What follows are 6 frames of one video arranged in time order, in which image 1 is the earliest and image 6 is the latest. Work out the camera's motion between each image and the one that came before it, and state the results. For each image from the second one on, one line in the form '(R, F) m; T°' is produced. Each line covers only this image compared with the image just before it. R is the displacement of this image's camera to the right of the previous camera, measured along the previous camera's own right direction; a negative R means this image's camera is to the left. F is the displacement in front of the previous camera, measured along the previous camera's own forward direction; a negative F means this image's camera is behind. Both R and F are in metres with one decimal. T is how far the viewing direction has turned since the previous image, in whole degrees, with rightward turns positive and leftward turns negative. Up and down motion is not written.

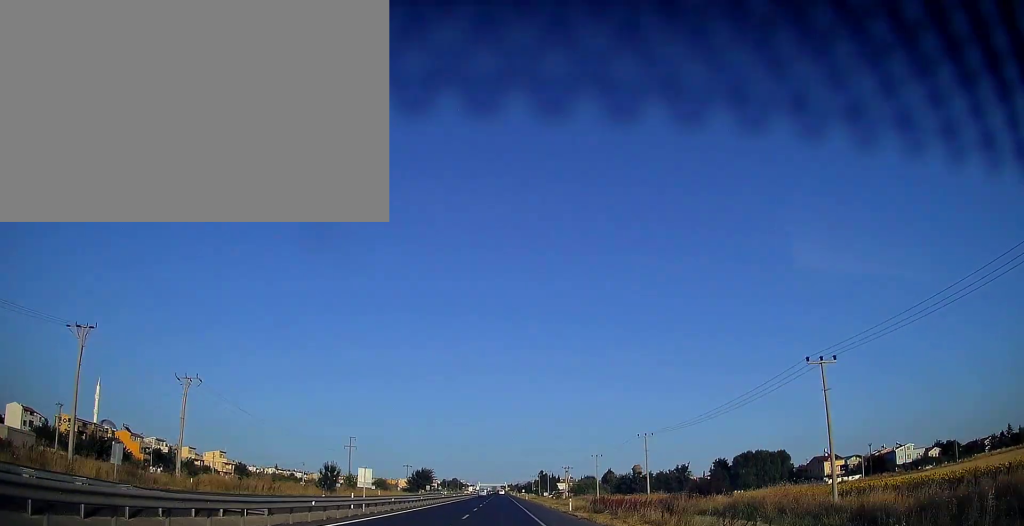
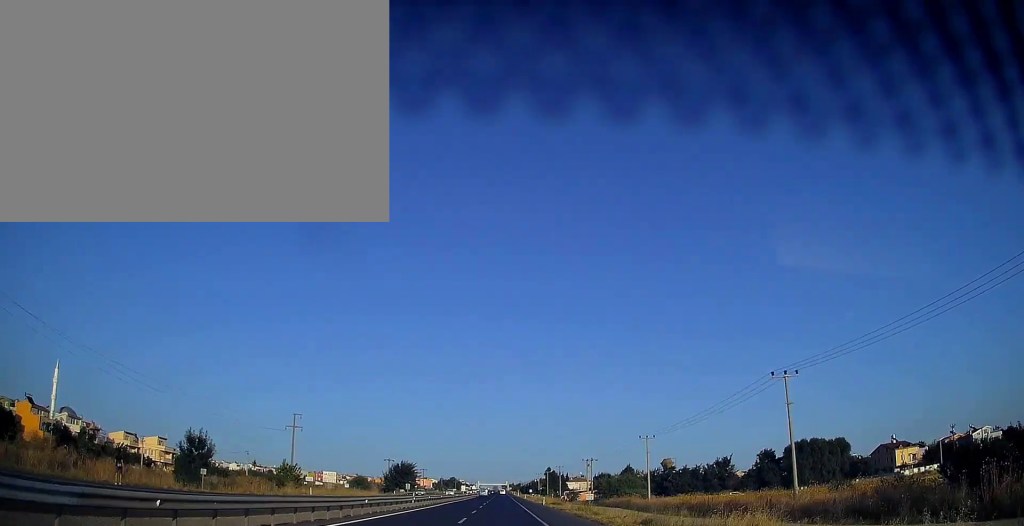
(0.0, +39.8) m; 0°
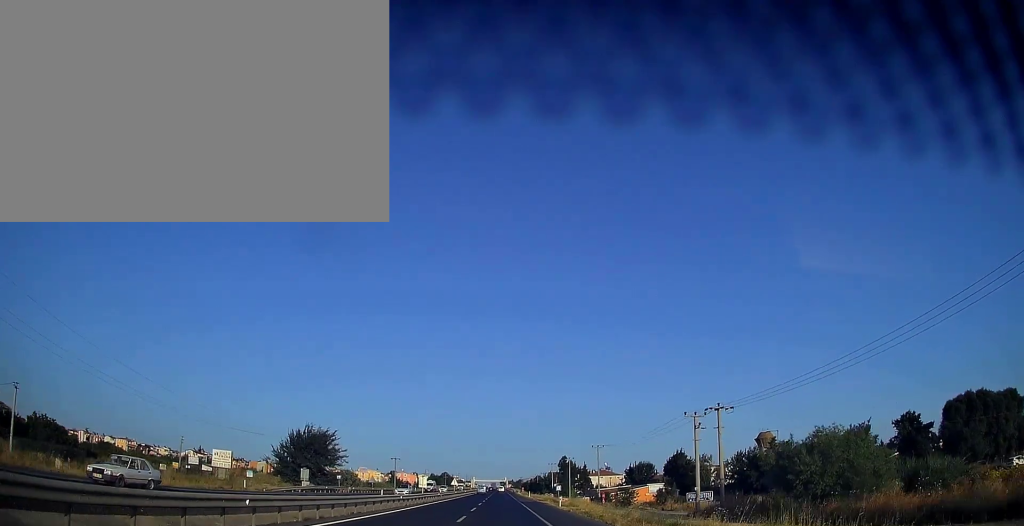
(+0.2, +71.9) m; 0°
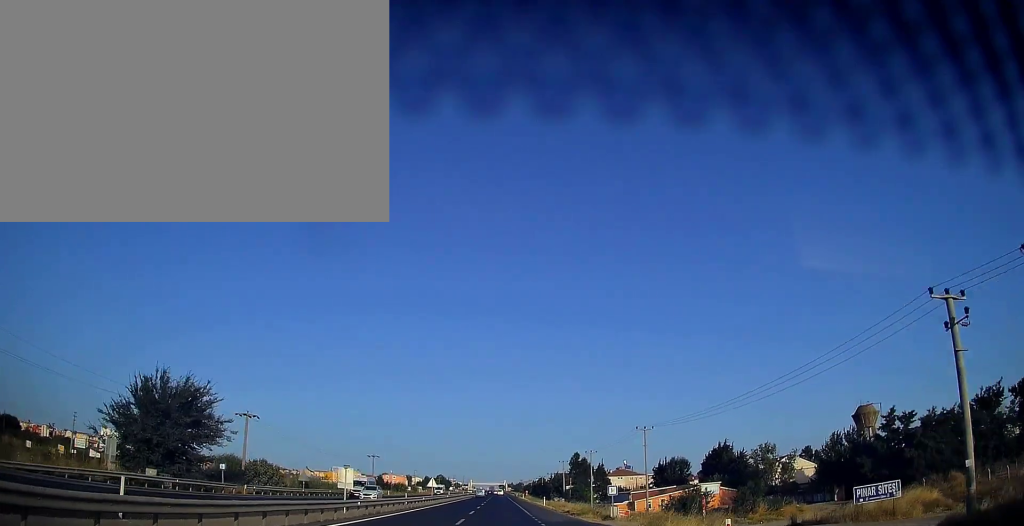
(-0.2, +35.1) m; 0°
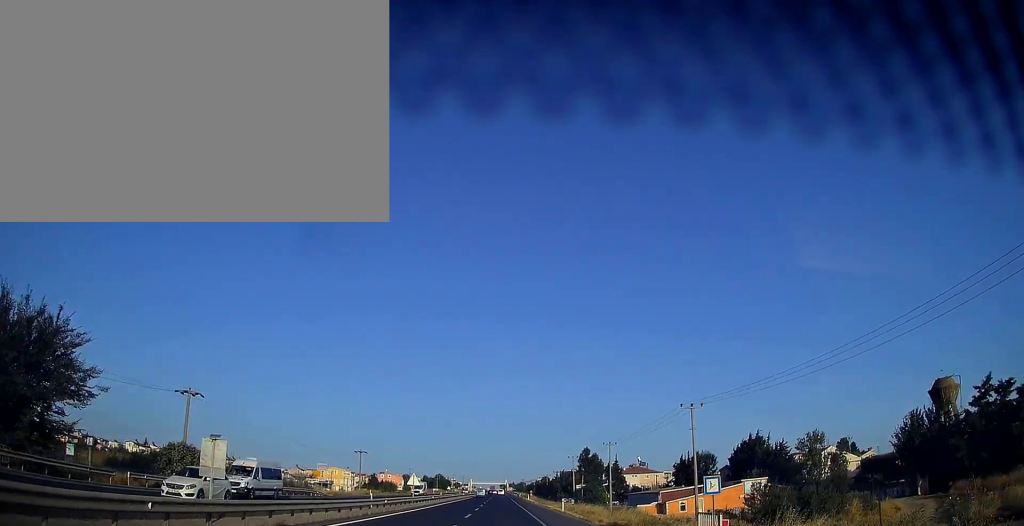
(-0.1, +17.5) m; 0°
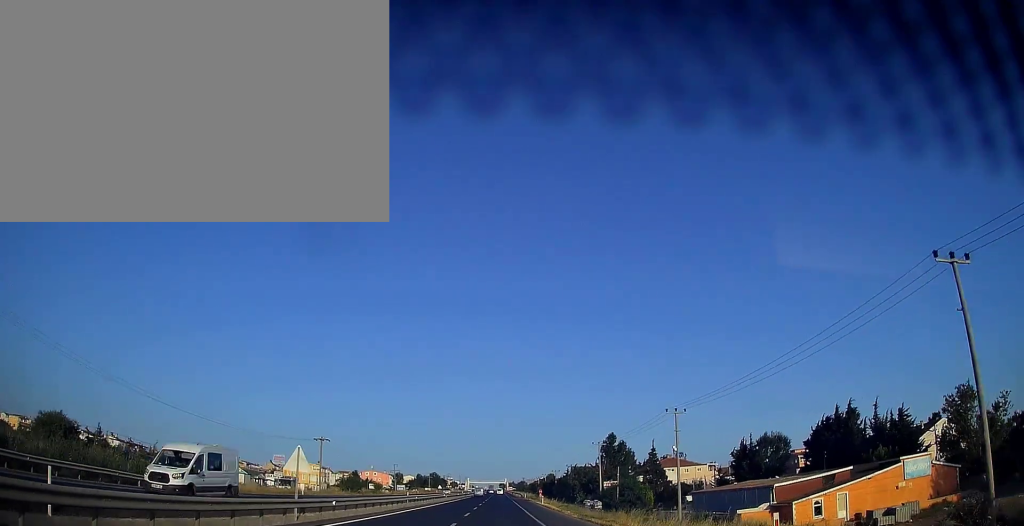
(+0.1, +34.7) m; 0°
